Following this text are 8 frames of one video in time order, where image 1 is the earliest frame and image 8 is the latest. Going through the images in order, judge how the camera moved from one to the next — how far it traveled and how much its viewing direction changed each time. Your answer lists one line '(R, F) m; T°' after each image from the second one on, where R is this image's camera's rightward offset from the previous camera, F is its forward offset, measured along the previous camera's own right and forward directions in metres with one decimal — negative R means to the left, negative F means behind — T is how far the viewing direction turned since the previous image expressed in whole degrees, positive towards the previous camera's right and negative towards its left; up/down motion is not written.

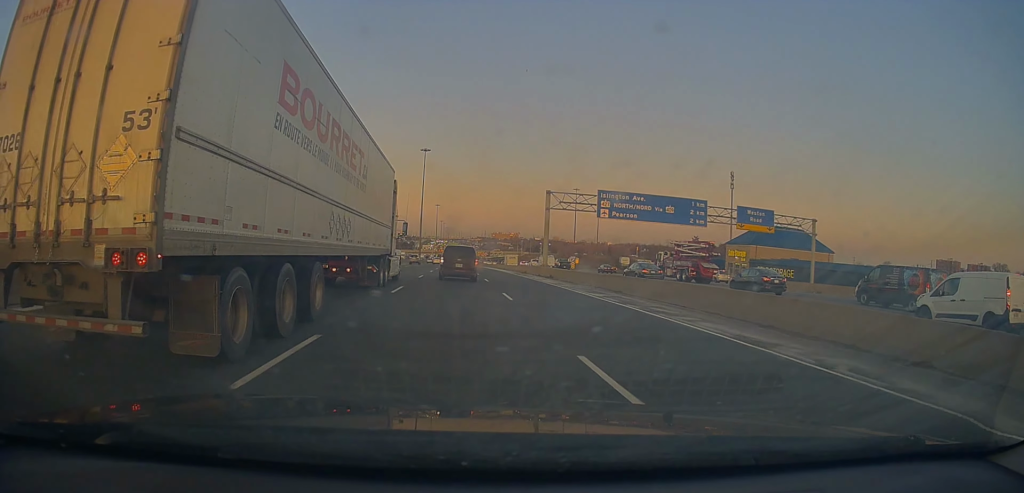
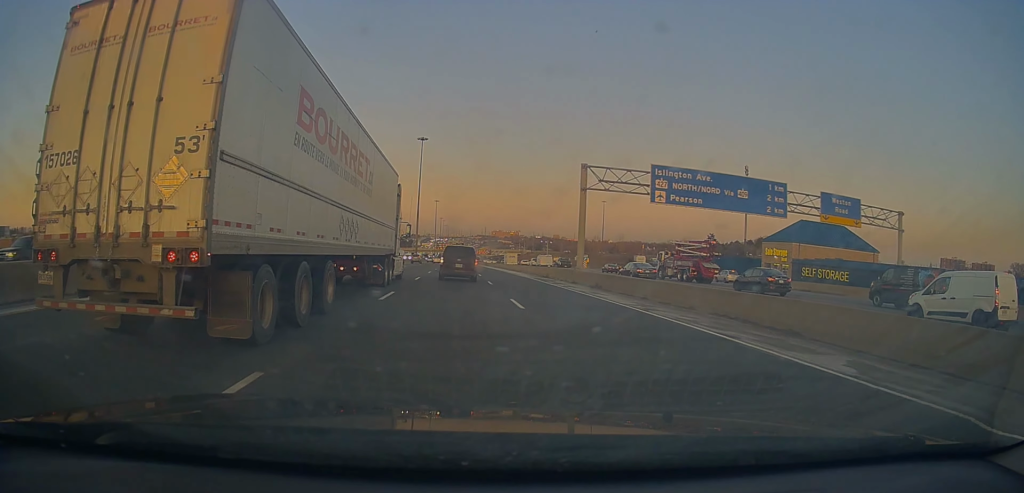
(-0.2, +14.9) m; 0°
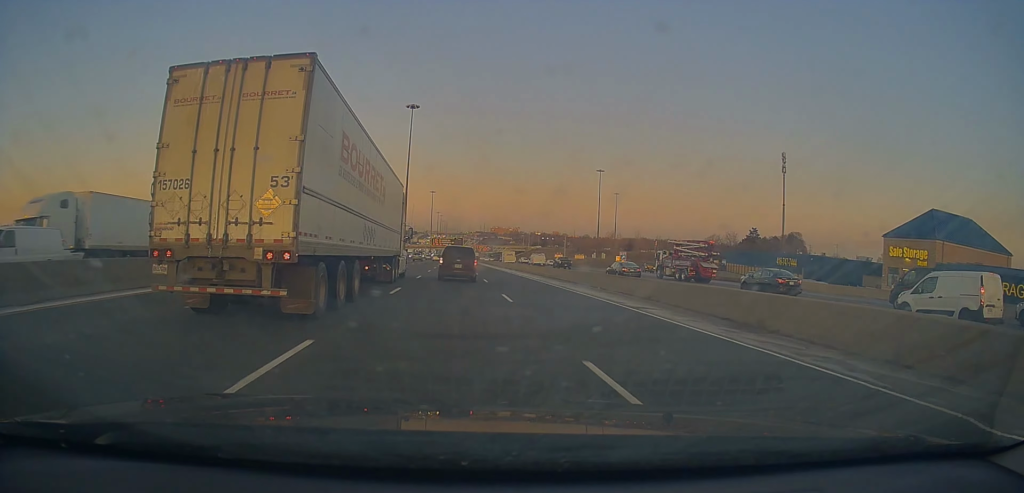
(+0.4, +34.1) m; 0°
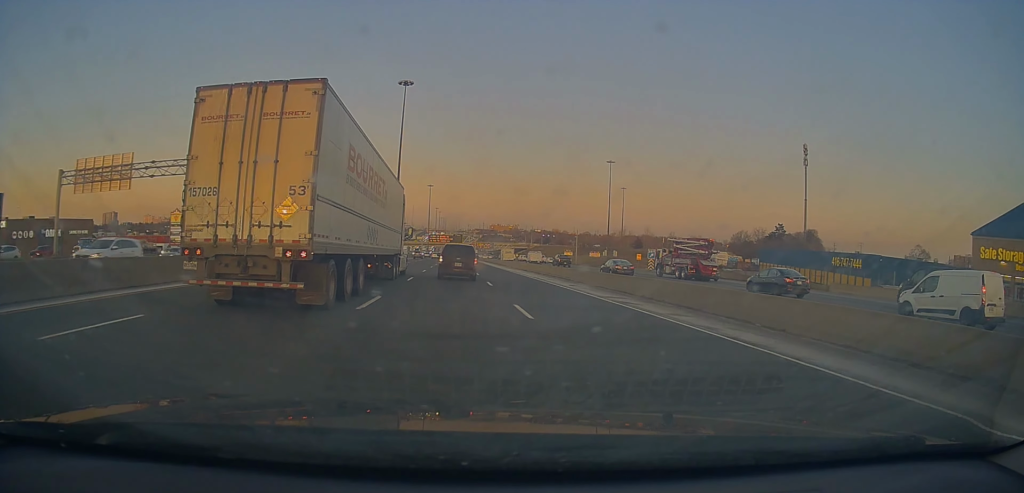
(-0.3, +16.9) m; 0°
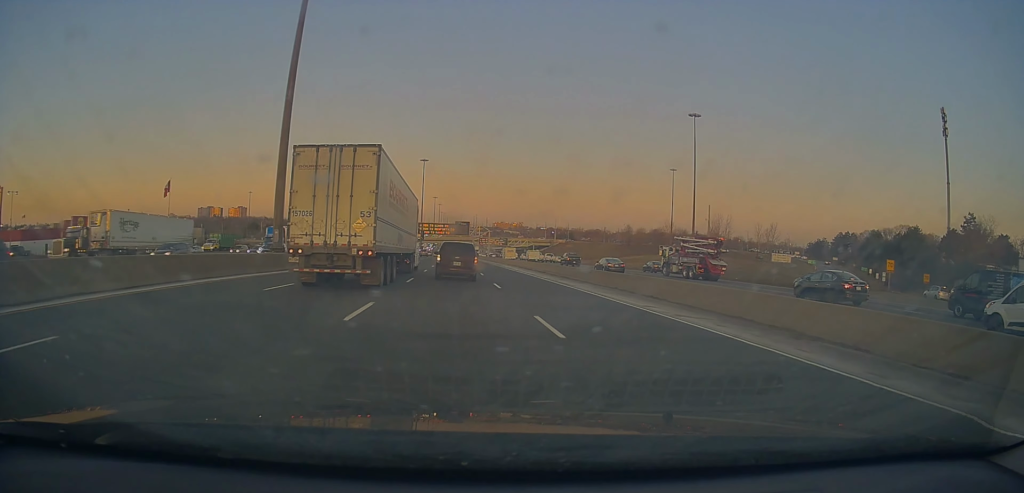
(-1.0, +76.0) m; -2°
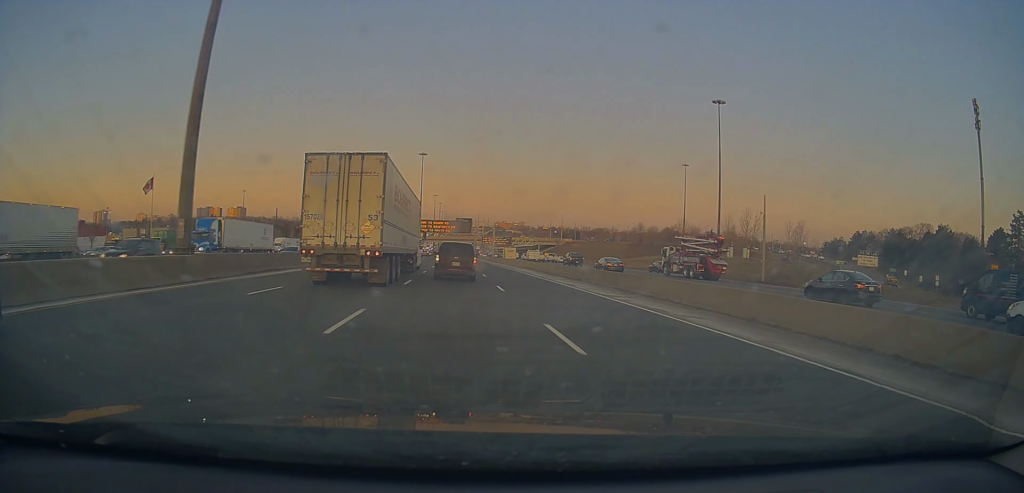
(-0.1, +13.7) m; 0°
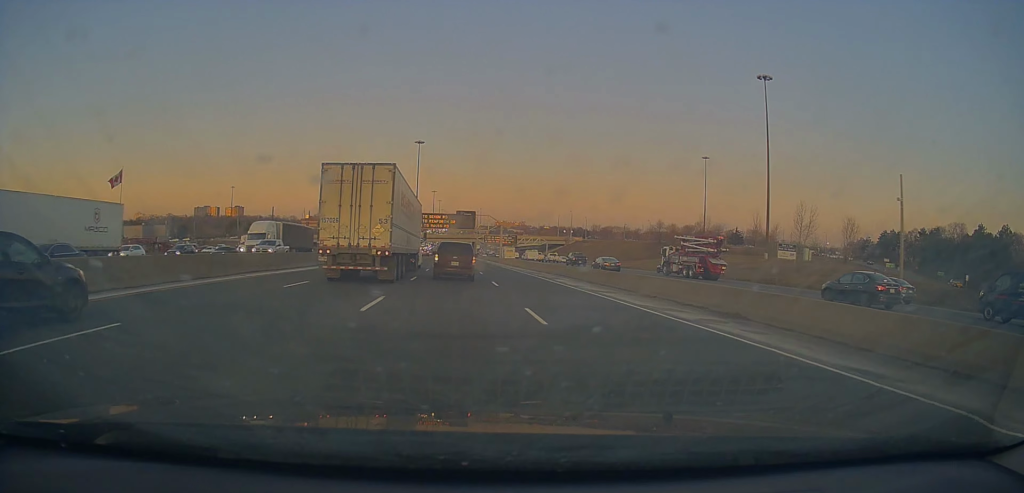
(+0.3, +21.4) m; +1°
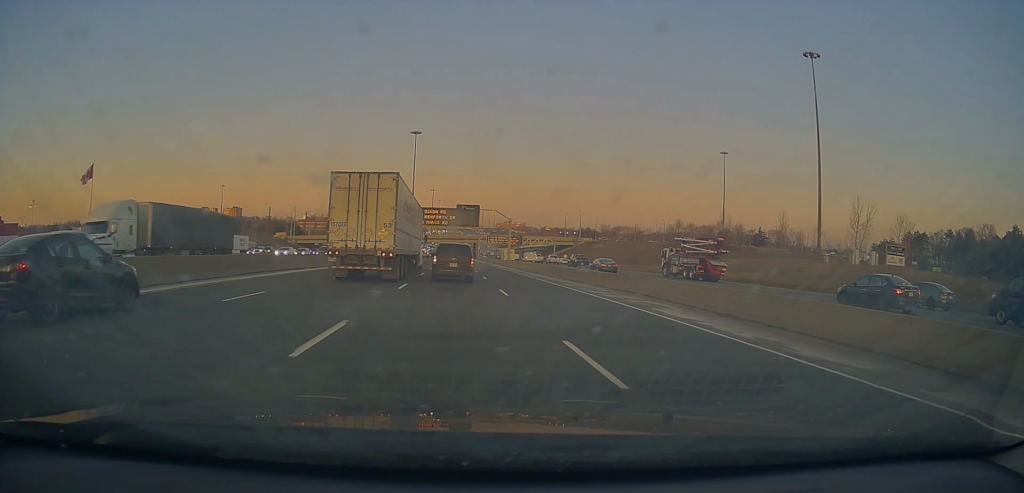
(0.0, +17.1) m; 0°
